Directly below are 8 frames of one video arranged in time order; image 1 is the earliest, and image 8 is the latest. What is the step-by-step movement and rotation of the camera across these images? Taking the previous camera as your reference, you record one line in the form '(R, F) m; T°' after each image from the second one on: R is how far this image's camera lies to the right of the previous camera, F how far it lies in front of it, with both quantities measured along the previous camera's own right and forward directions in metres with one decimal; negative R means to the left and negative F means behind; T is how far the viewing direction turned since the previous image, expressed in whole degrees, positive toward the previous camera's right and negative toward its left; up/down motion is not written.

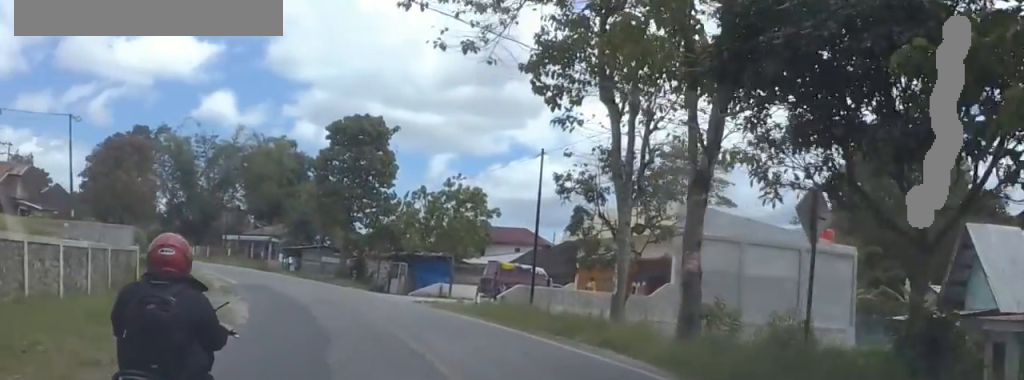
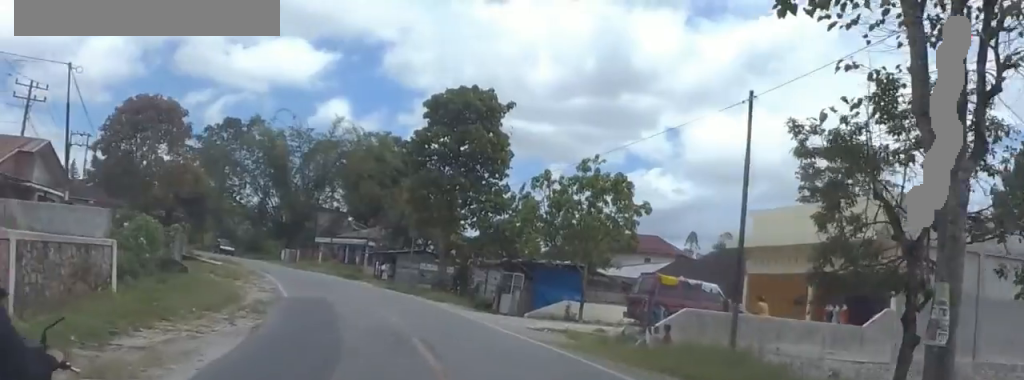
(0.0, +12.4) m; -11°
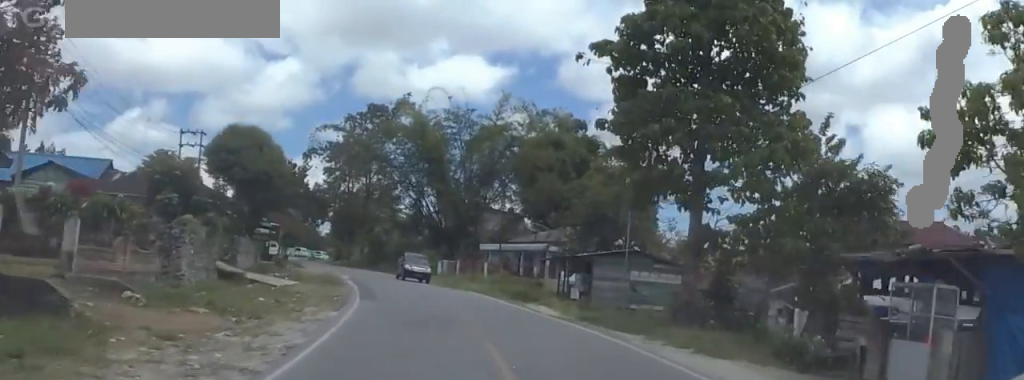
(-5.6, +22.4) m; -19°
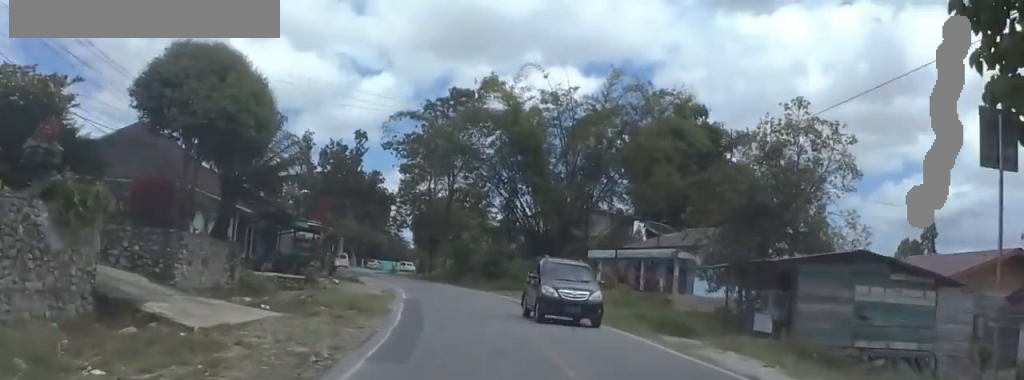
(-0.2, +15.2) m; -1°
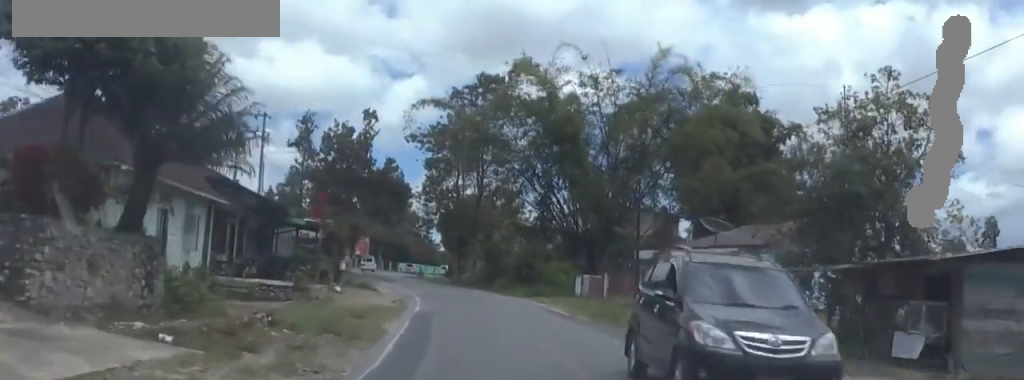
(0.0, +7.2) m; 0°
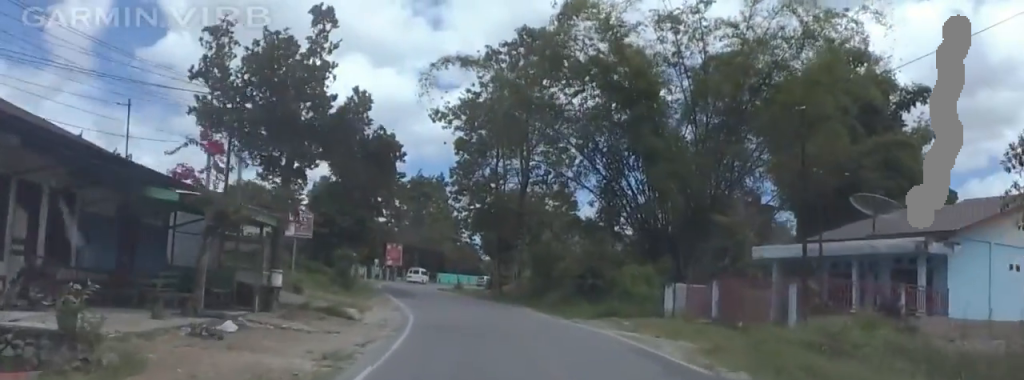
(0.0, +16.7) m; 0°
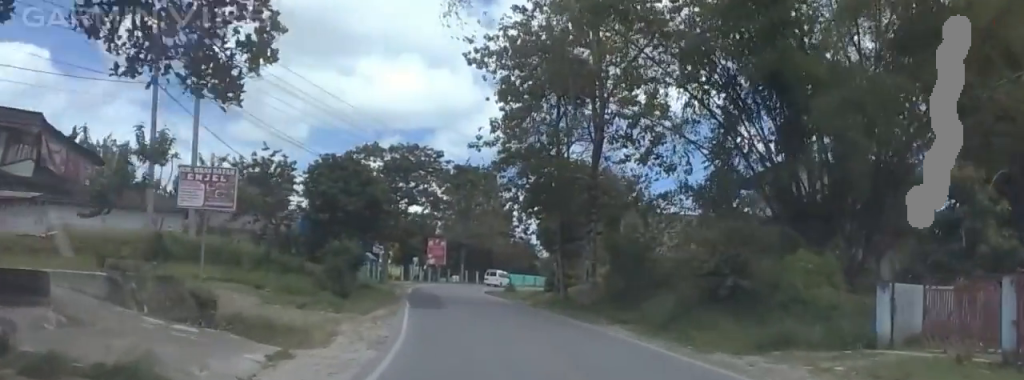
(0.0, +16.4) m; 0°
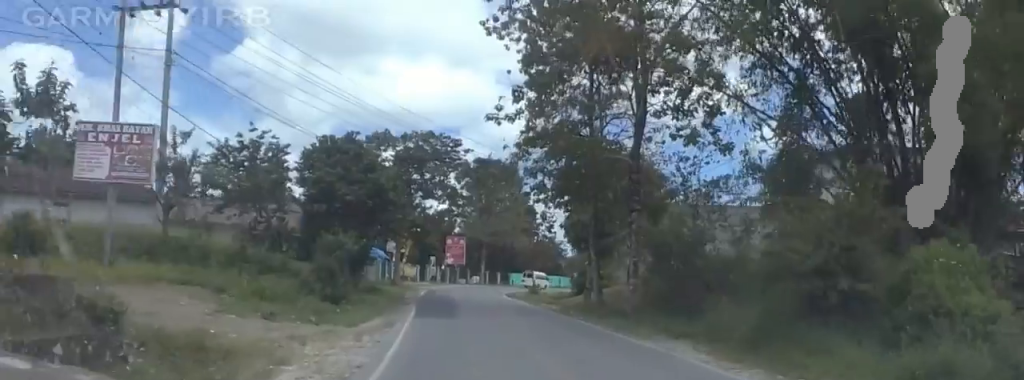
(0.0, +6.3) m; 0°
